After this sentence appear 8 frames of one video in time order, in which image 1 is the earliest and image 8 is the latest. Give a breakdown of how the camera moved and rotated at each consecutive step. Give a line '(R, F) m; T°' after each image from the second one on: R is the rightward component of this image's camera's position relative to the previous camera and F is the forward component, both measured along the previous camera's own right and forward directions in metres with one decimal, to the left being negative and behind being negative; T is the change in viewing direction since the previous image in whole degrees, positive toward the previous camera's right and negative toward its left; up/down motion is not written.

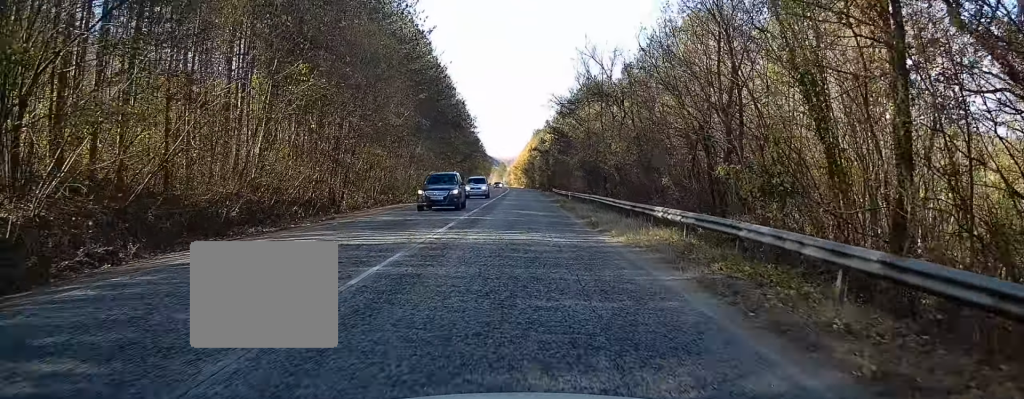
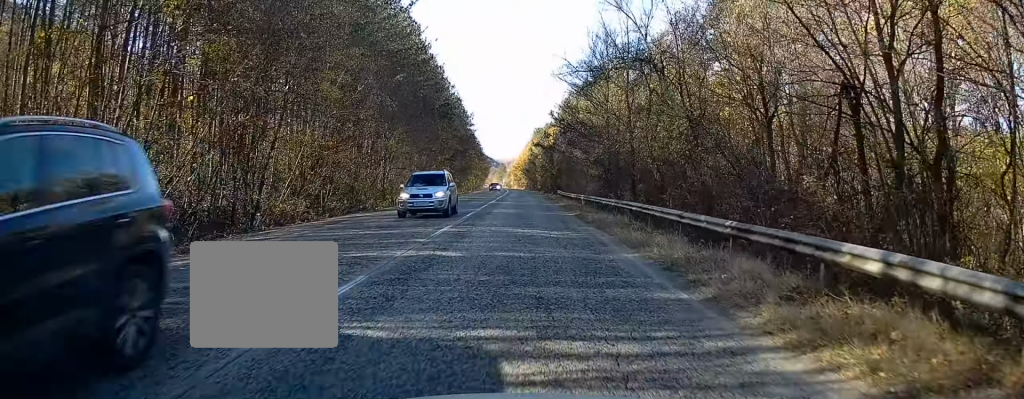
(-0.2, +10.8) m; -1°
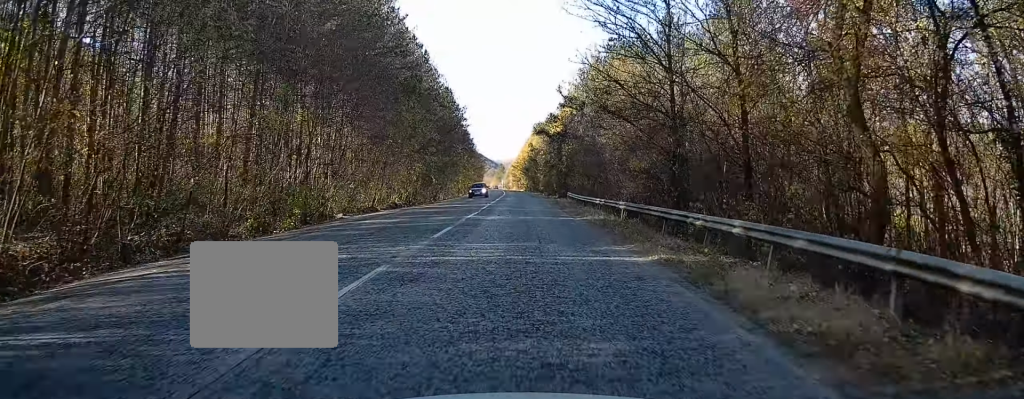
(0.0, +16.8) m; 0°
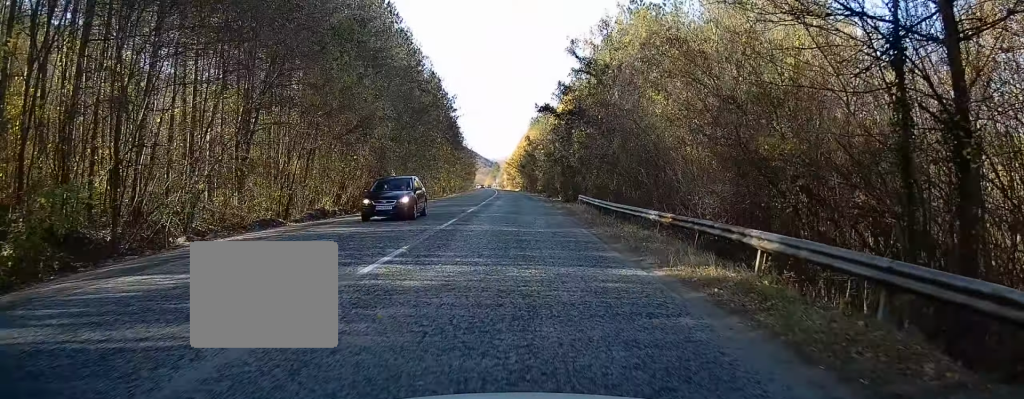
(0.0, +15.0) m; 0°
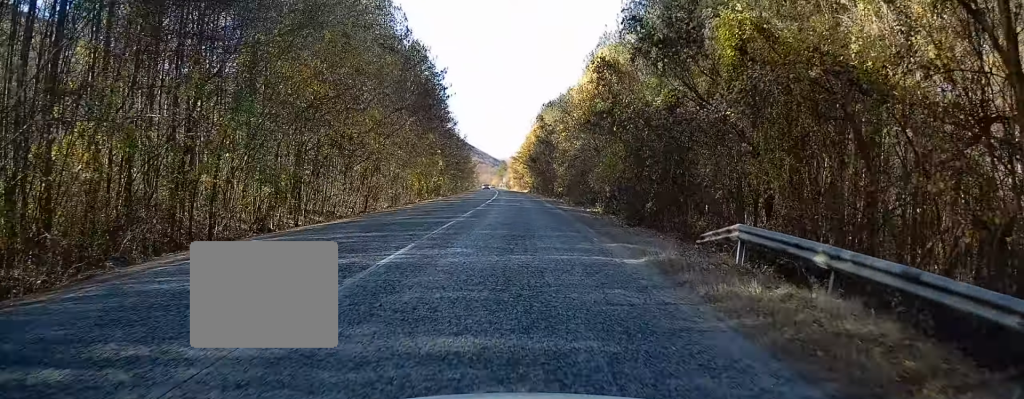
(+0.1, +28.9) m; +1°
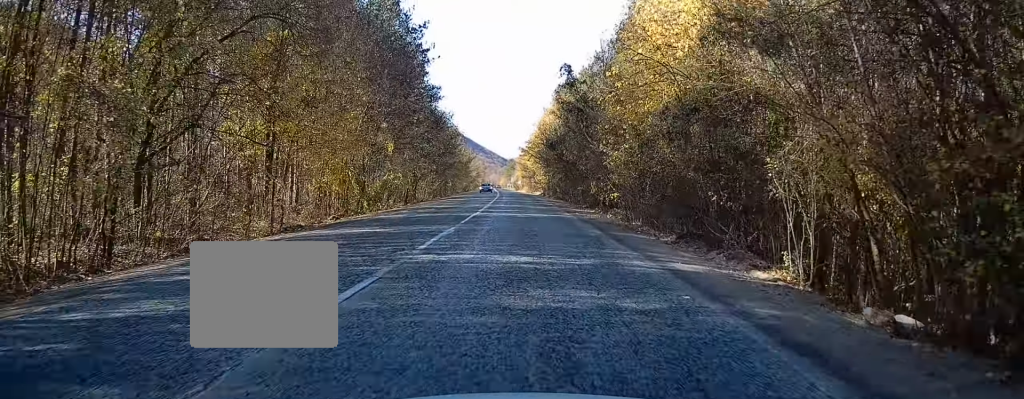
(+0.2, +28.2) m; -1°
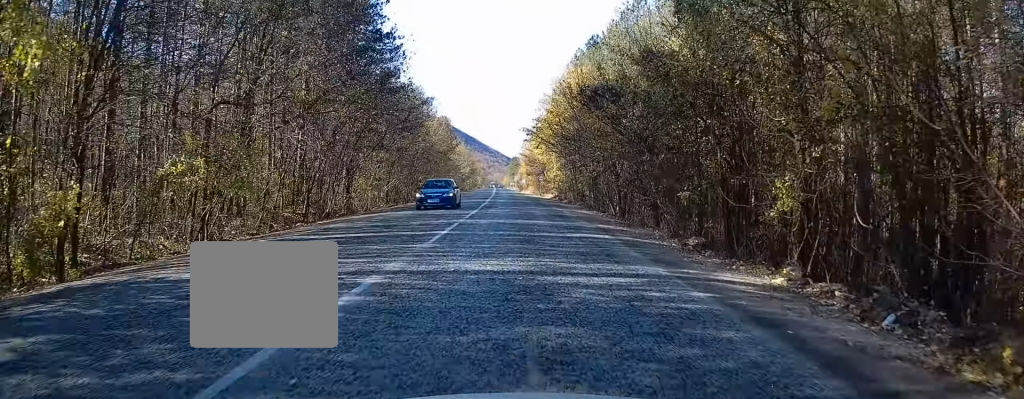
(-0.8, +27.0) m; -1°
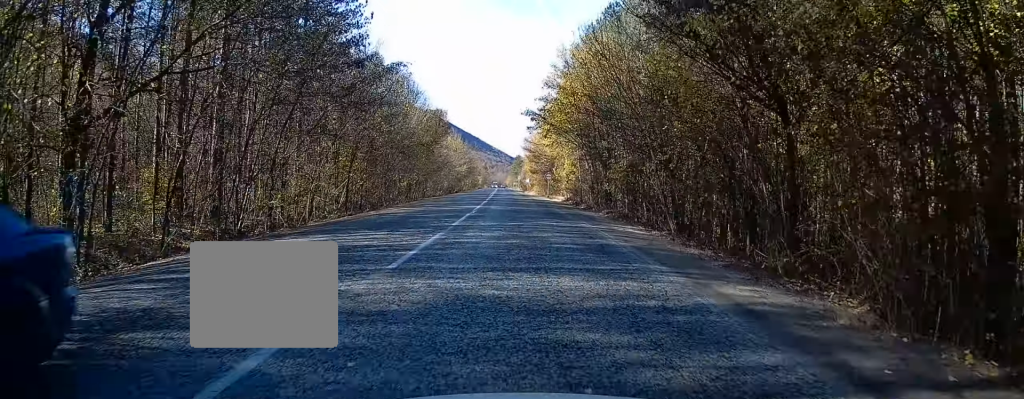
(+0.2, +12.7) m; 0°
